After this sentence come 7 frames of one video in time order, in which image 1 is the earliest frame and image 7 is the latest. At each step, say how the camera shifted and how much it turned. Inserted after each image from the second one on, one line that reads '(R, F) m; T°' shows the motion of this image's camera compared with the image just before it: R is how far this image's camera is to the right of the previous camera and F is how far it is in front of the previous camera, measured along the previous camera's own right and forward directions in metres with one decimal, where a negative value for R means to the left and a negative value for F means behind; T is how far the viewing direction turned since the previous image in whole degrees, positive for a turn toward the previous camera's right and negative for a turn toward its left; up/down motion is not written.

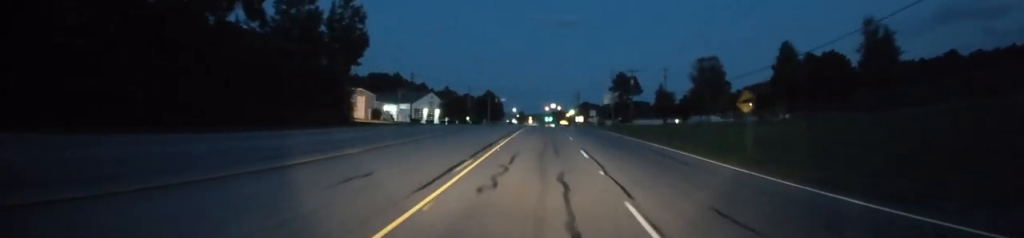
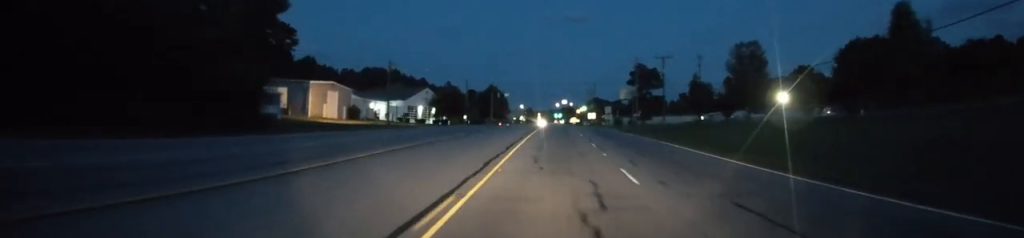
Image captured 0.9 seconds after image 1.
(-0.2, +19.4) m; 0°
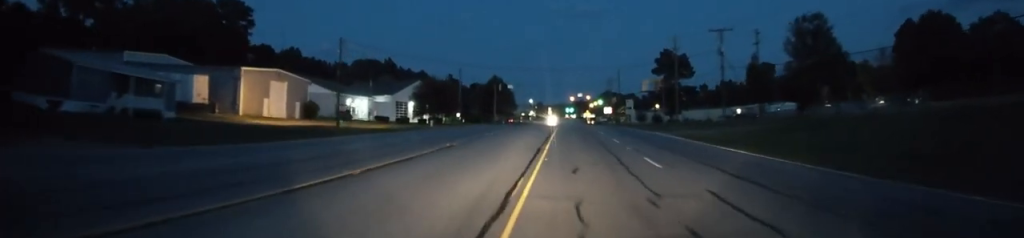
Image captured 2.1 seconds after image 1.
(+0.1, +22.0) m; -1°
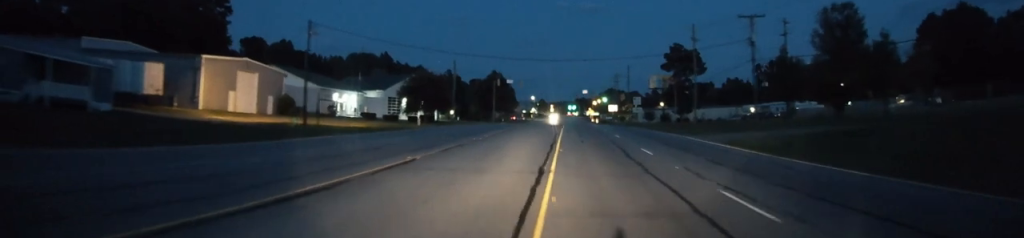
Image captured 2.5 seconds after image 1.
(-0.1, +7.8) m; -1°
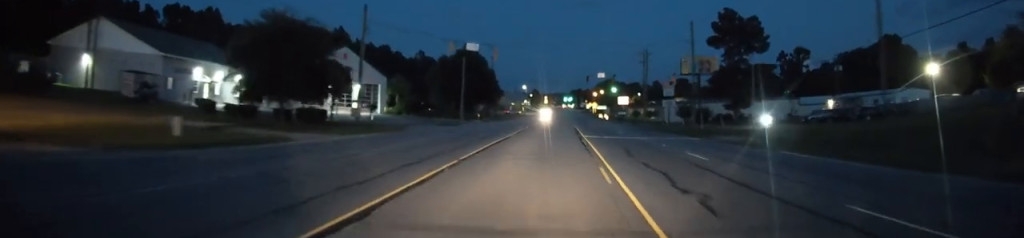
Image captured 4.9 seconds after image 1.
(-0.4, +40.6) m; 0°
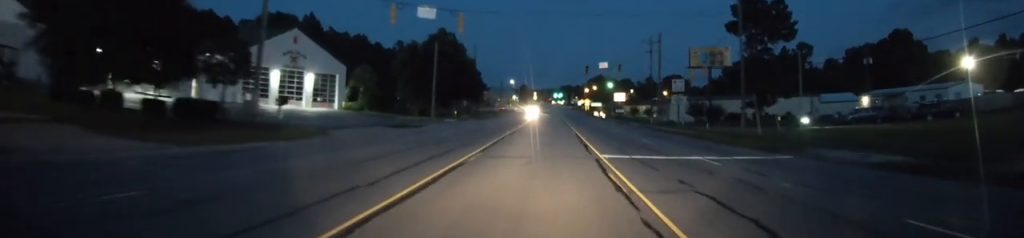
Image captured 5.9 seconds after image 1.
(-0.1, +14.3) m; +1°
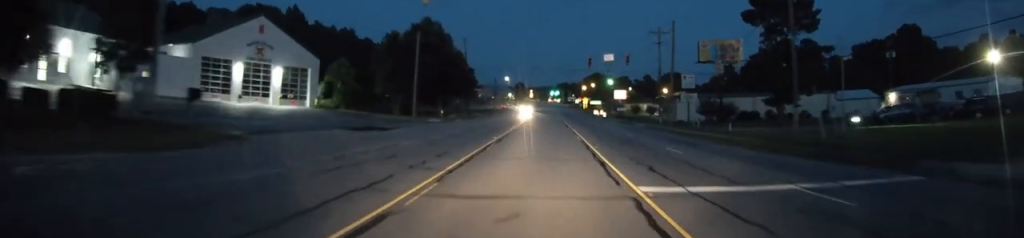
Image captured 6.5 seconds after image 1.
(+0.1, +7.7) m; +1°
